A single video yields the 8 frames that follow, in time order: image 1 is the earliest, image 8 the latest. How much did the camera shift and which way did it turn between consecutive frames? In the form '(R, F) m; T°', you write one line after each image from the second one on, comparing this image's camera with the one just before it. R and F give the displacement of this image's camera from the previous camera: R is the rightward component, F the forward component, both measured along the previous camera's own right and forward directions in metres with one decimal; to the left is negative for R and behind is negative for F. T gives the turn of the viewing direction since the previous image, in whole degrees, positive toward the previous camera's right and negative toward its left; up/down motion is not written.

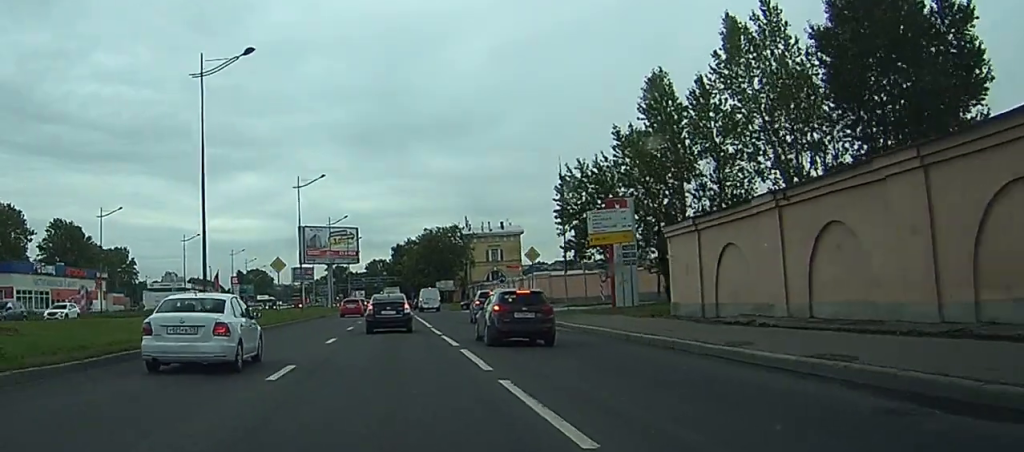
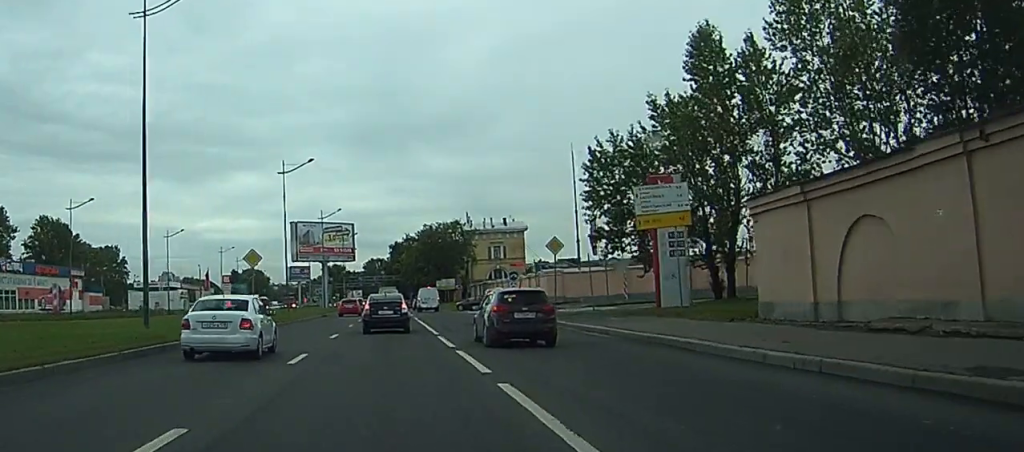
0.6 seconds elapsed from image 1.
(0.0, +8.8) m; 0°
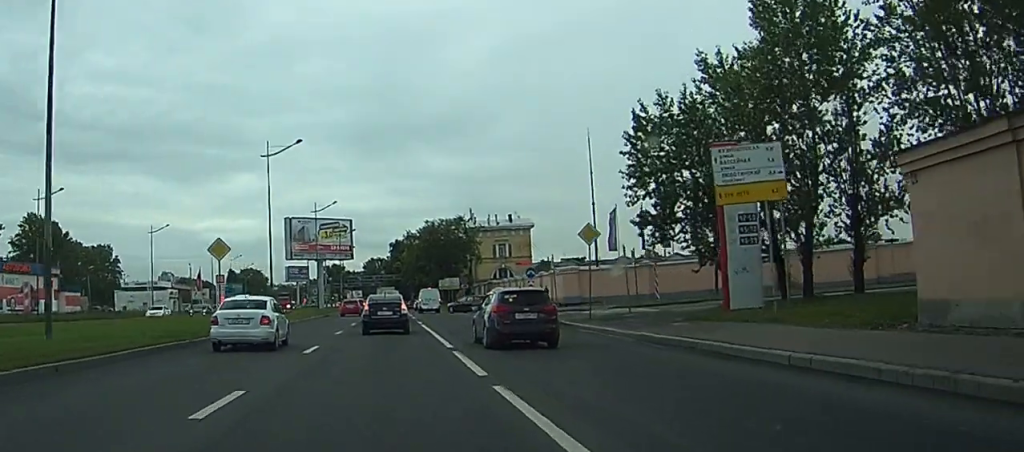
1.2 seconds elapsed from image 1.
(0.0, +8.2) m; 0°
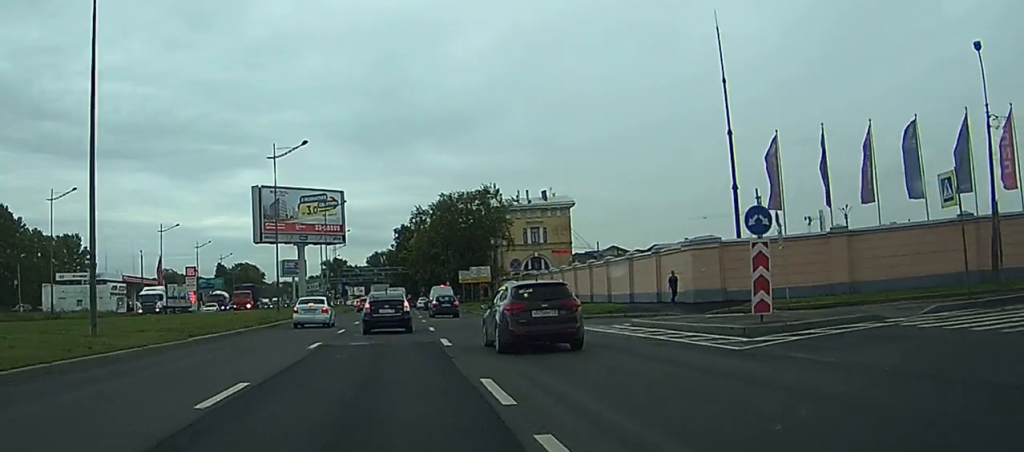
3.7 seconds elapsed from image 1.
(-0.1, +35.1) m; 0°
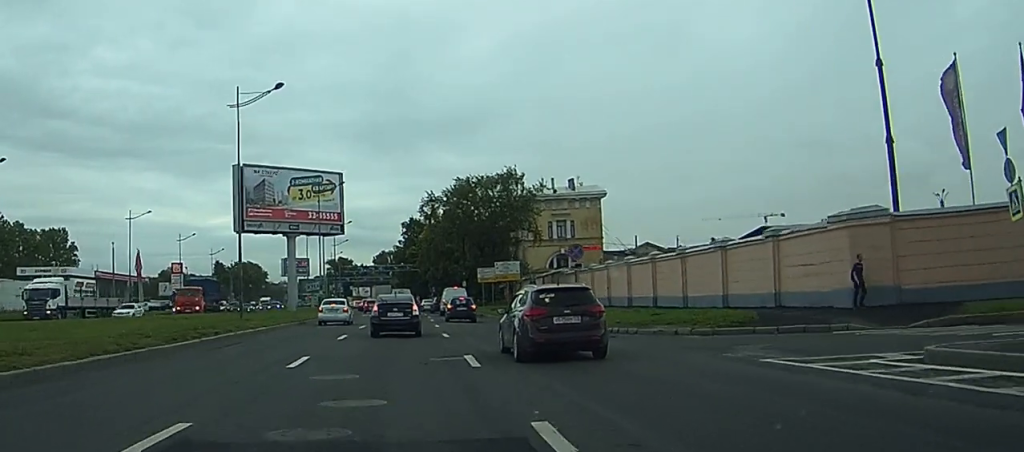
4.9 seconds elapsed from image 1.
(0.0, +16.7) m; 0°
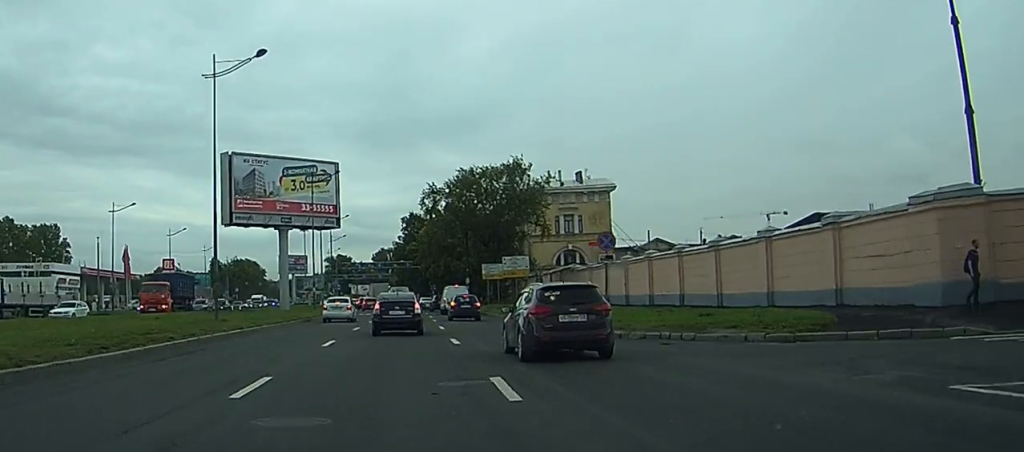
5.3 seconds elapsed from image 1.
(0.0, +5.8) m; 0°
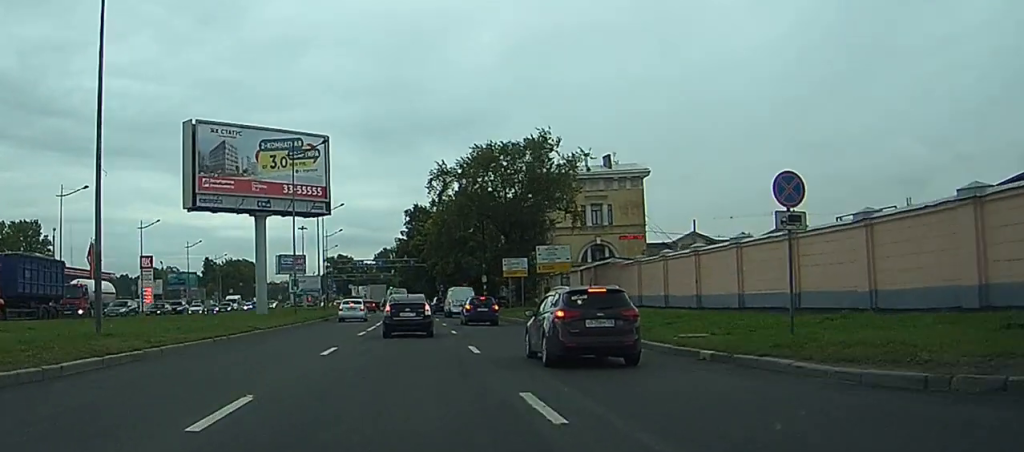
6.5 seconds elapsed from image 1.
(-0.1, +15.8) m; -4°
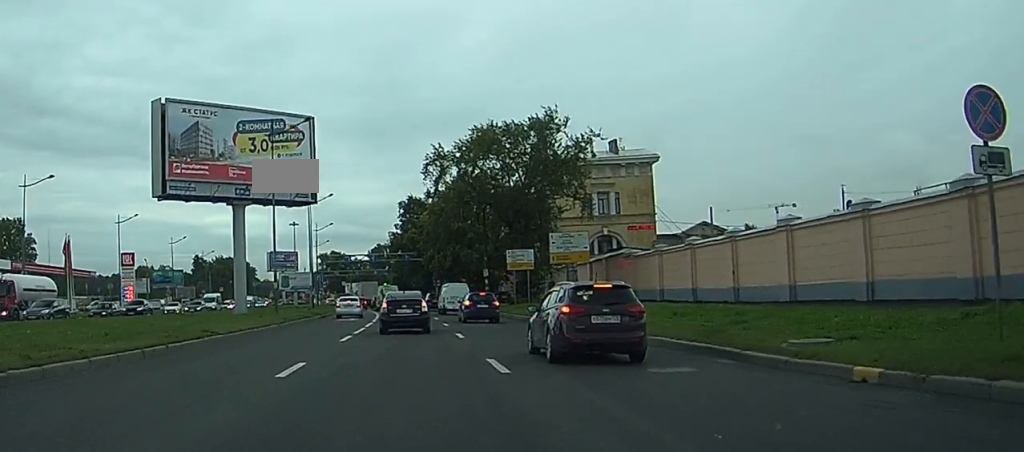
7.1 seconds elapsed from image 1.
(+0.2, +6.9) m; -2°
